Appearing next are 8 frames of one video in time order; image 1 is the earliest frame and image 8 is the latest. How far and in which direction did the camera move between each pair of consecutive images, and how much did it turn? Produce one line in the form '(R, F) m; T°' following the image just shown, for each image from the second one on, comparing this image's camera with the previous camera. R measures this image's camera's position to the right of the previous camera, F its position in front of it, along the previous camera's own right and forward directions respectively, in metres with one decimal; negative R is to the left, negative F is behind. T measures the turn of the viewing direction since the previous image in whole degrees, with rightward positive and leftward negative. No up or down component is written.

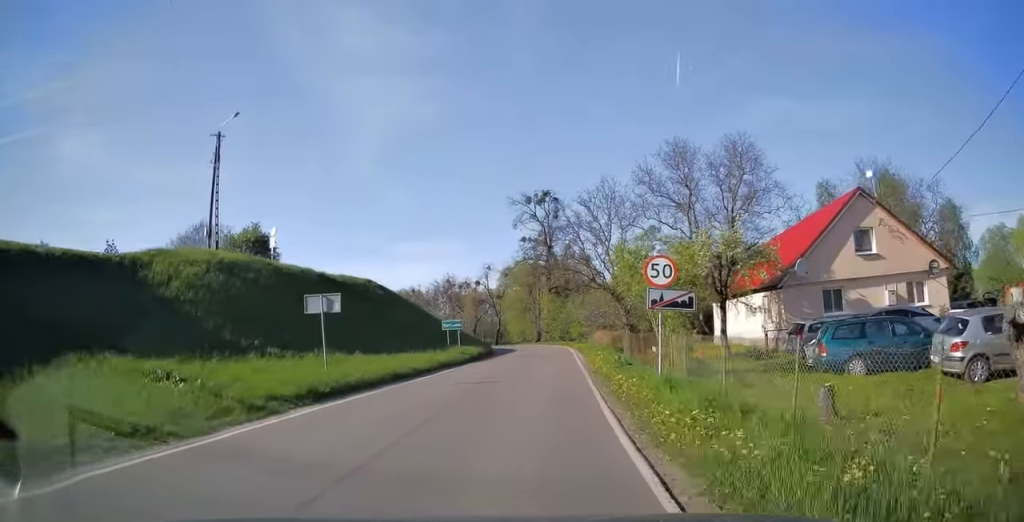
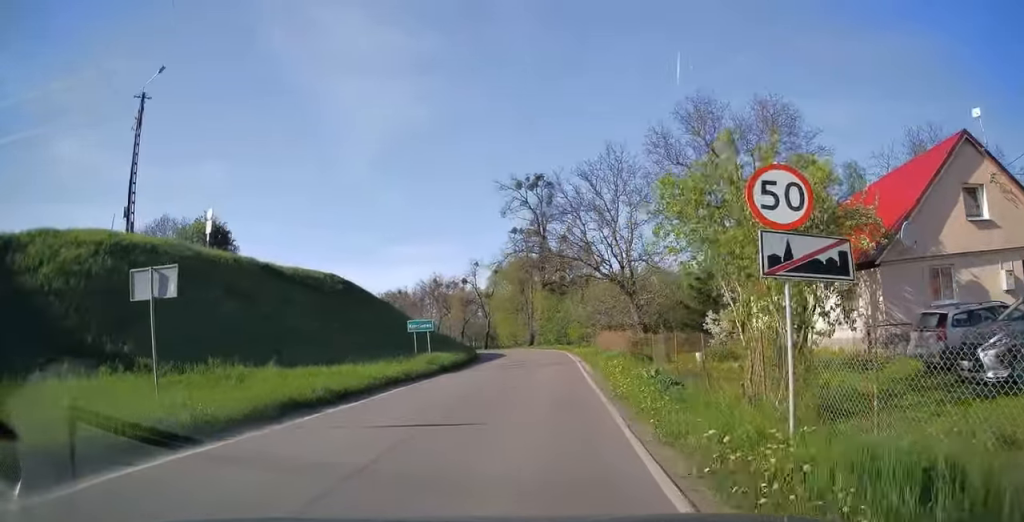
(+0.1, +8.2) m; 0°
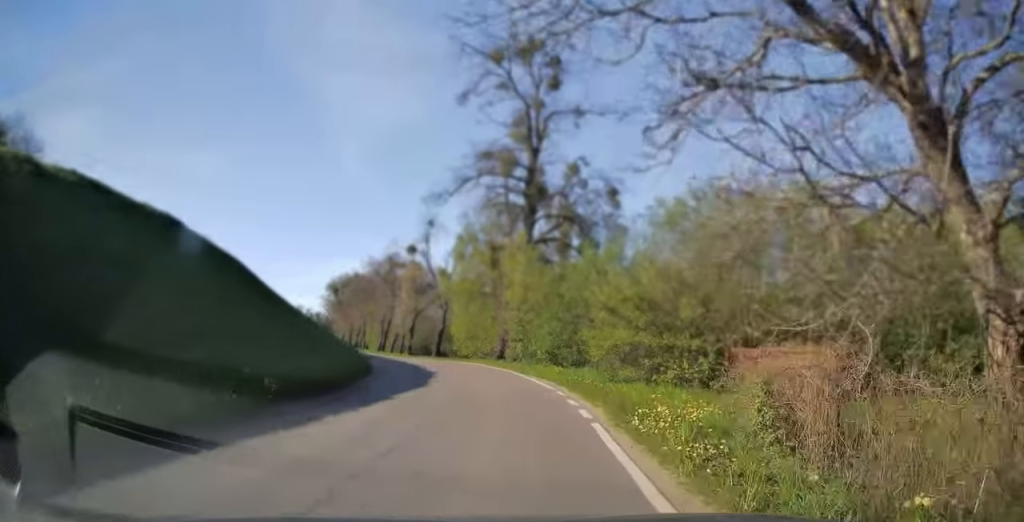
(+0.3, +28.9) m; 0°
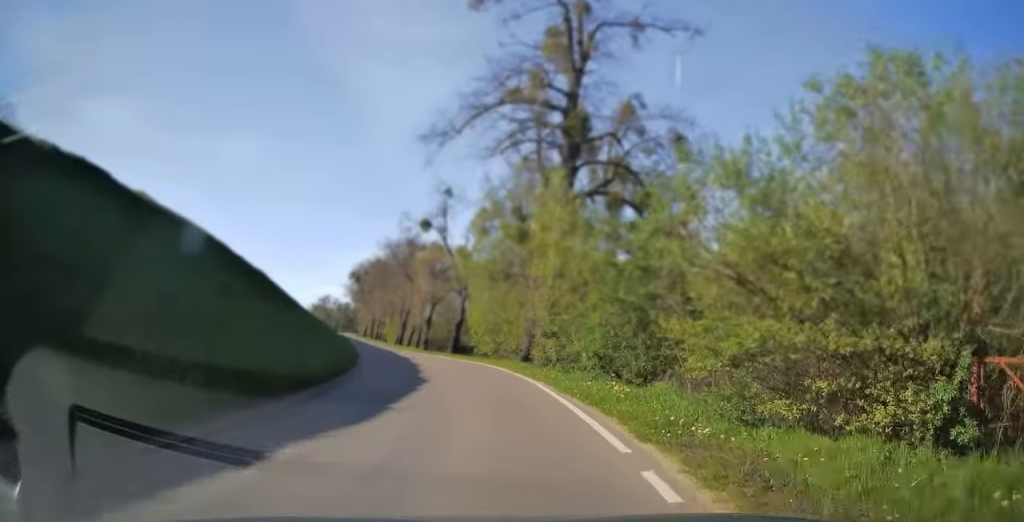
(-0.1, +8.8) m; -3°
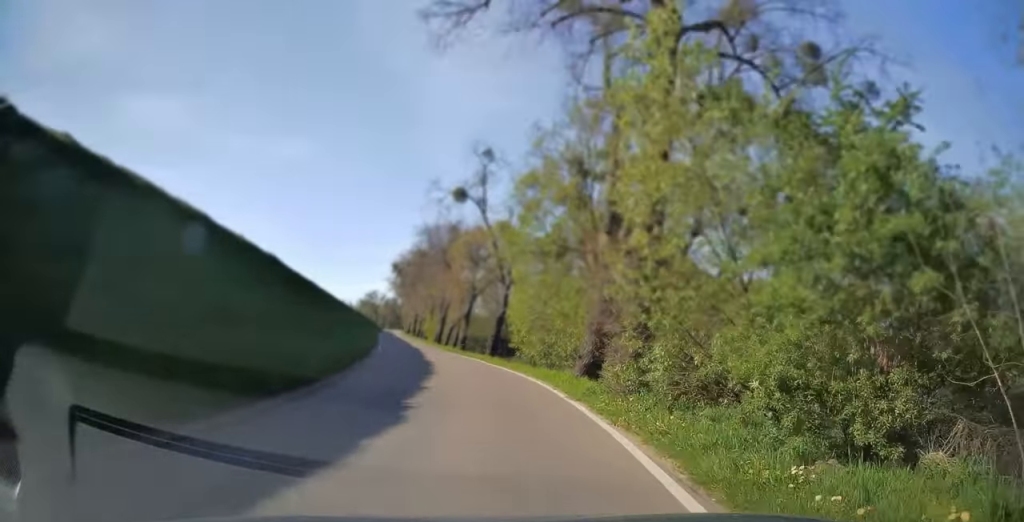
(0.0, +8.9) m; -3°
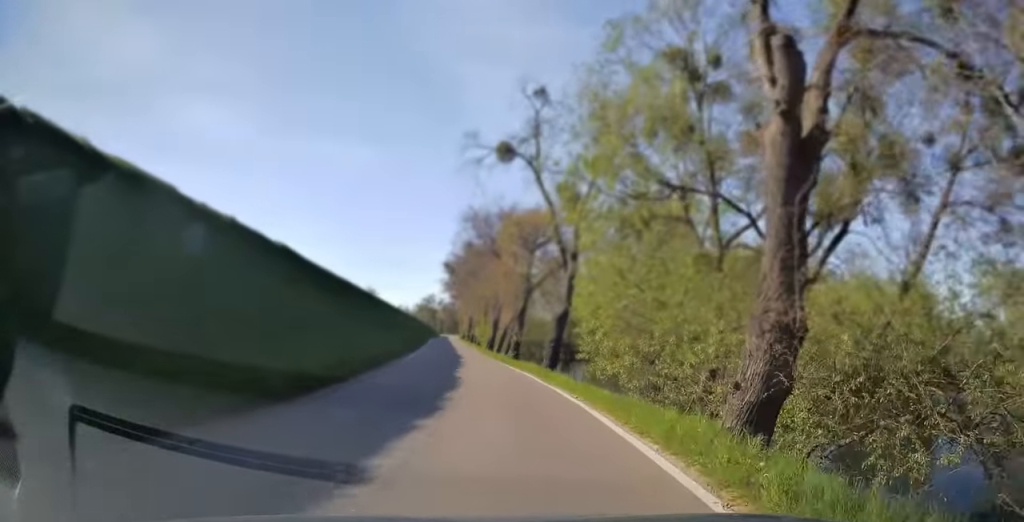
(-0.5, +9.5) m; -5°
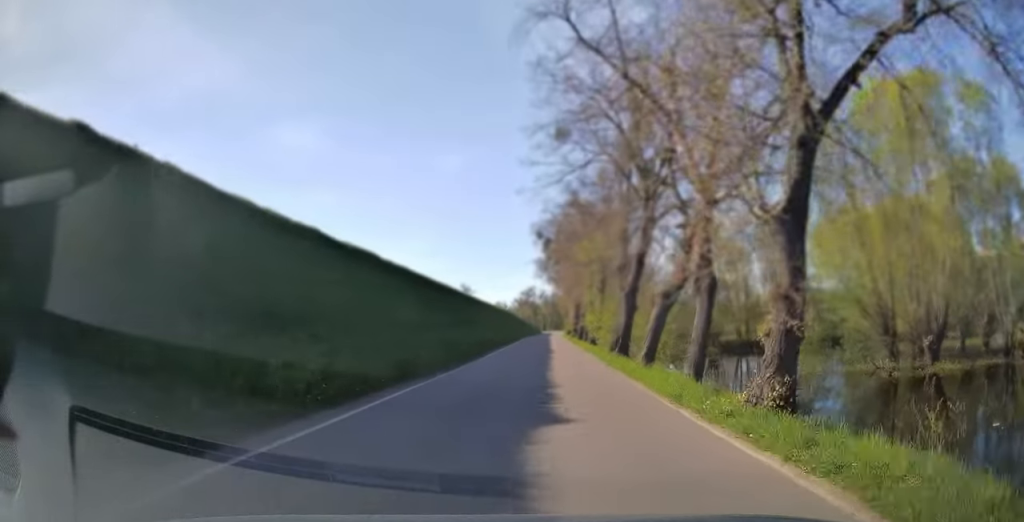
(-3.3, +28.6) m; -10°
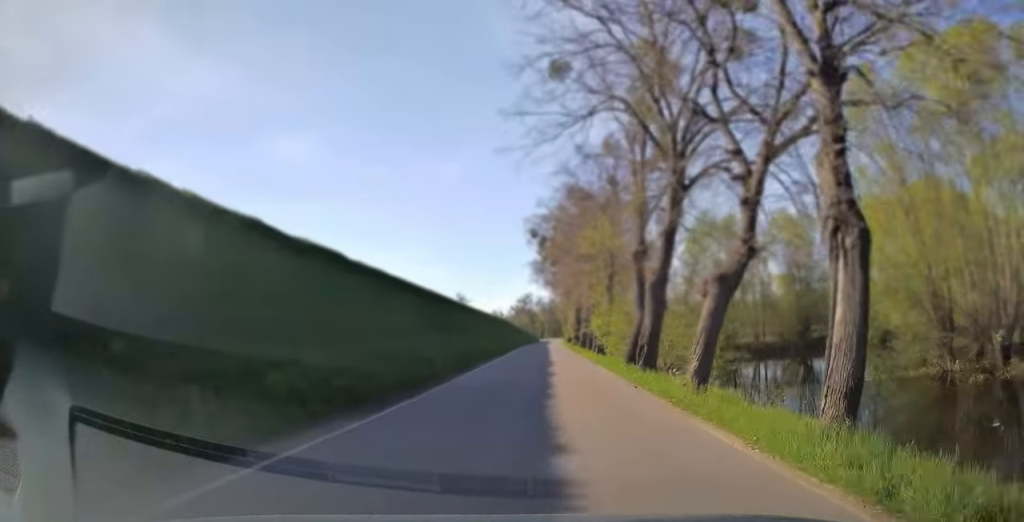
(-0.1, +7.0) m; -1°
